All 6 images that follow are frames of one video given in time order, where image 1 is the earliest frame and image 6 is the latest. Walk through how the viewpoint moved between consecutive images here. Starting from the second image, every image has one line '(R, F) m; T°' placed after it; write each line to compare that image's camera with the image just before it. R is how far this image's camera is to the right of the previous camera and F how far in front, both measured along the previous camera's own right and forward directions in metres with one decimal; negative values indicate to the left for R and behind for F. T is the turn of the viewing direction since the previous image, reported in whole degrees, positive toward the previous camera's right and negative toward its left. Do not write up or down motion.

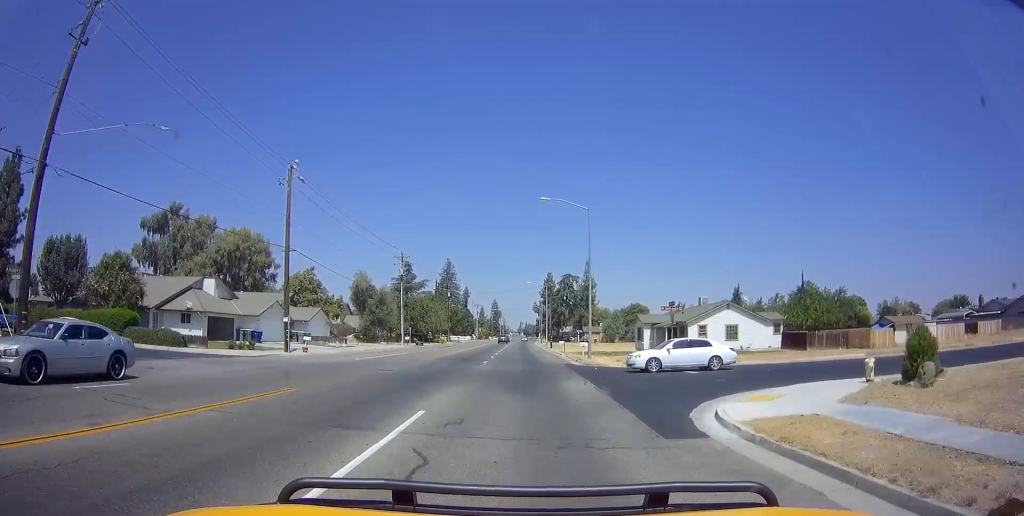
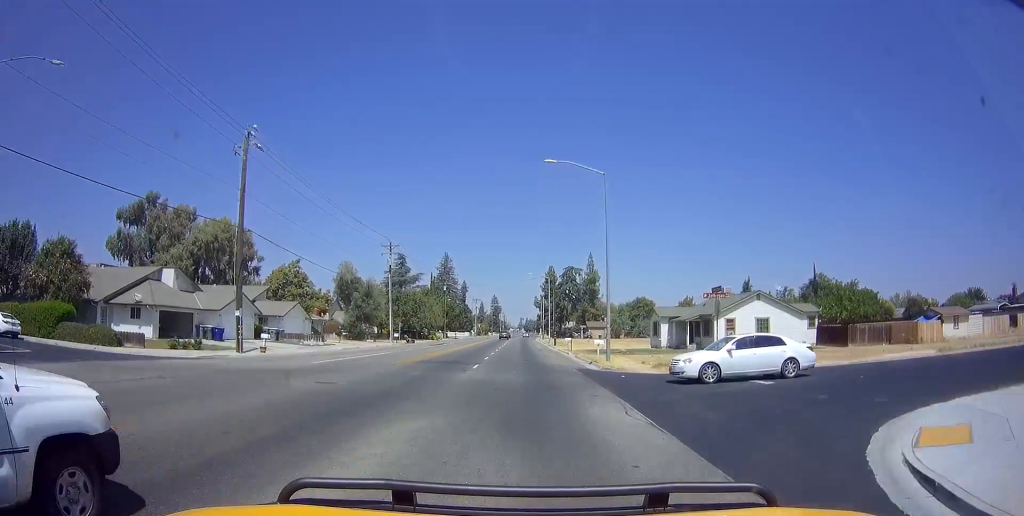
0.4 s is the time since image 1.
(0.0, +6.8) m; 0°
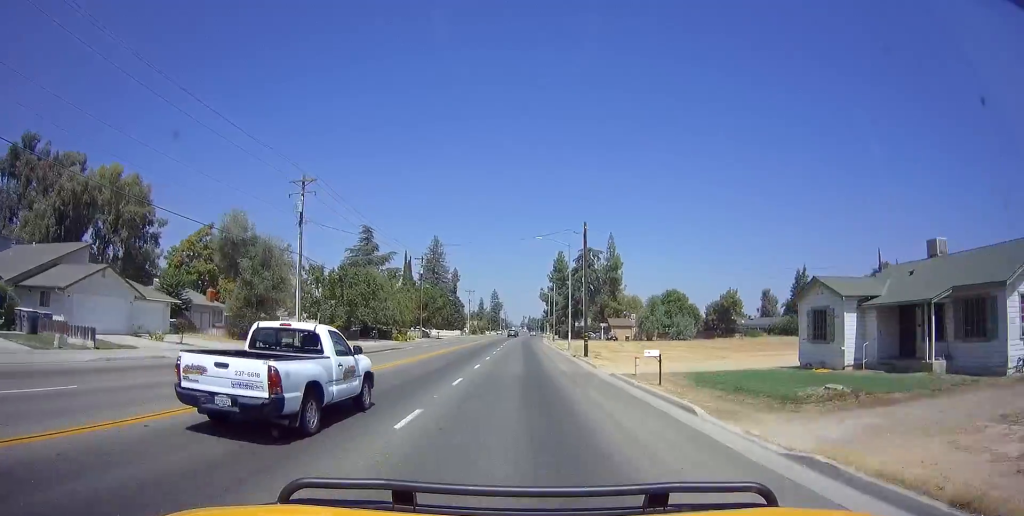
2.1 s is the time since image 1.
(0.0, +29.6) m; +2°
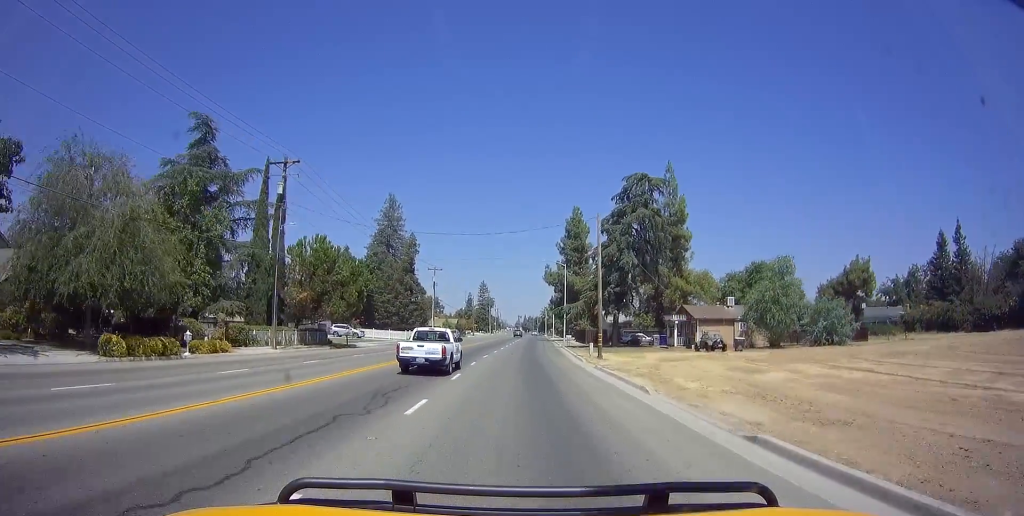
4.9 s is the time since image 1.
(-0.3, +50.2) m; -2°
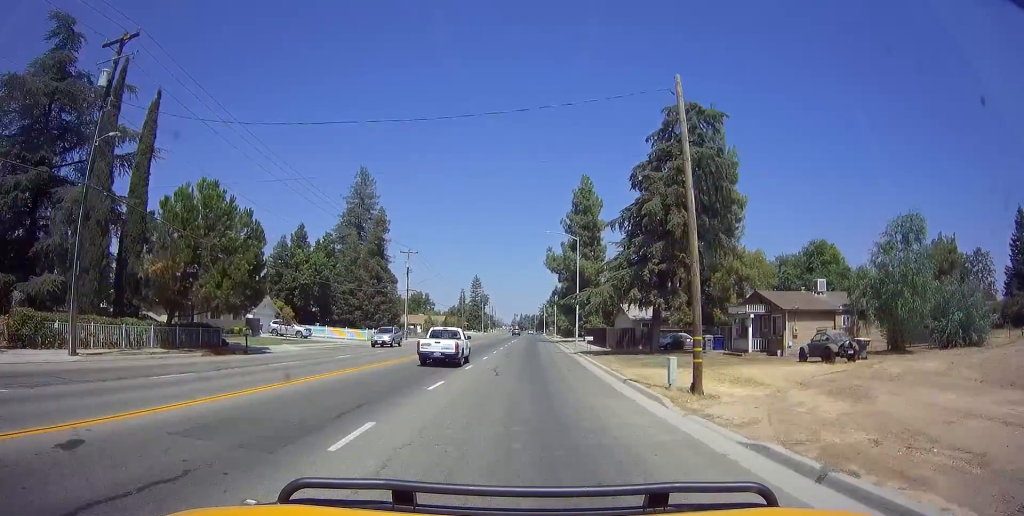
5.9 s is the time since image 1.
(0.0, +18.2) m; 0°
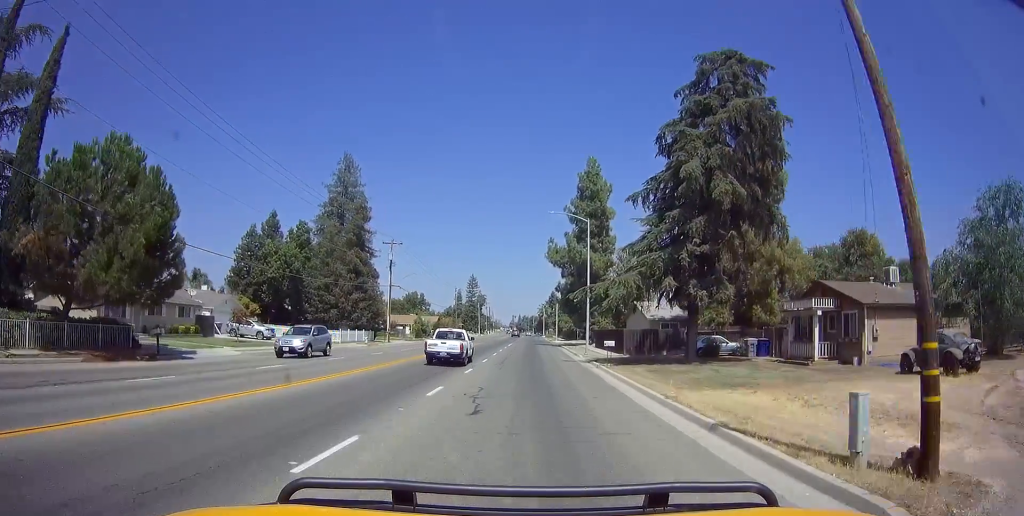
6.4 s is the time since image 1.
(0.0, +8.5) m; 0°
